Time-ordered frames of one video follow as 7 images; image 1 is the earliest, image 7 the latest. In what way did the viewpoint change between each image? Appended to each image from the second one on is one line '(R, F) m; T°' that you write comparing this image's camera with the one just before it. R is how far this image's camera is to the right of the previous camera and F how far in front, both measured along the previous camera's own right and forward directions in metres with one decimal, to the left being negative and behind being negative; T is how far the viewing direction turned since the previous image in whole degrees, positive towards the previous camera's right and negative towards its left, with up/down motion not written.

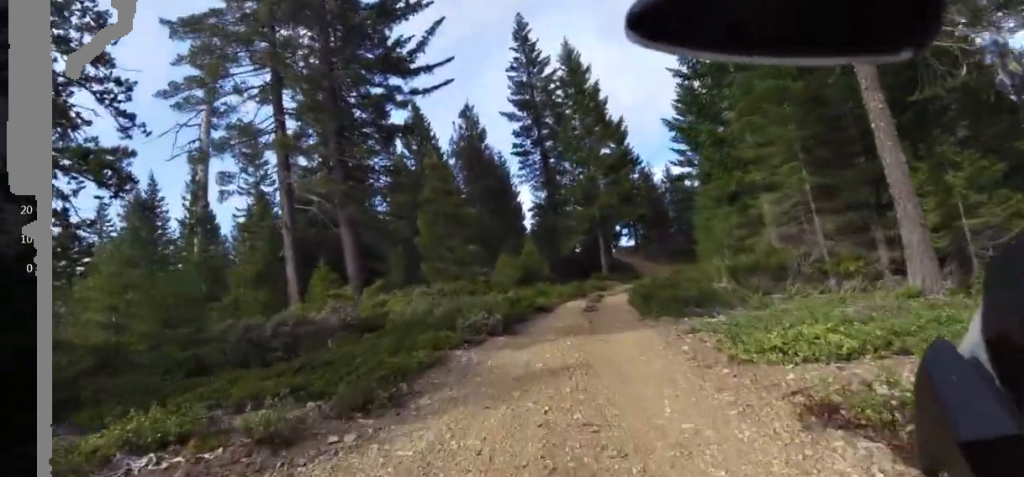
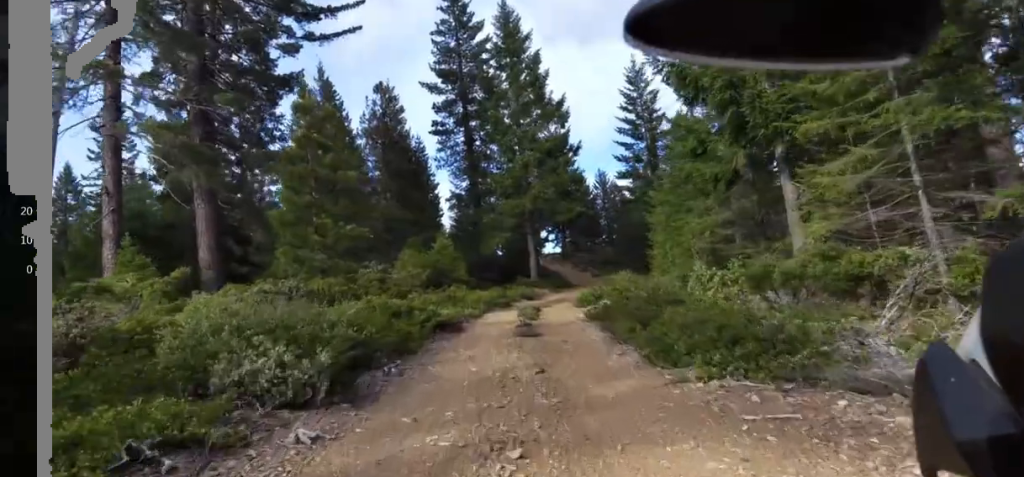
(+0.3, +9.4) m; +2°
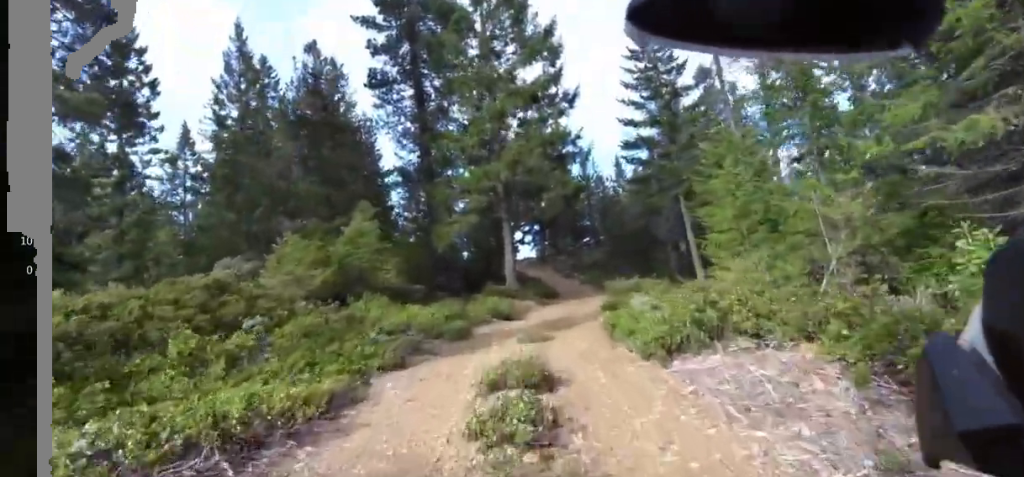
(0.0, +15.4) m; 0°
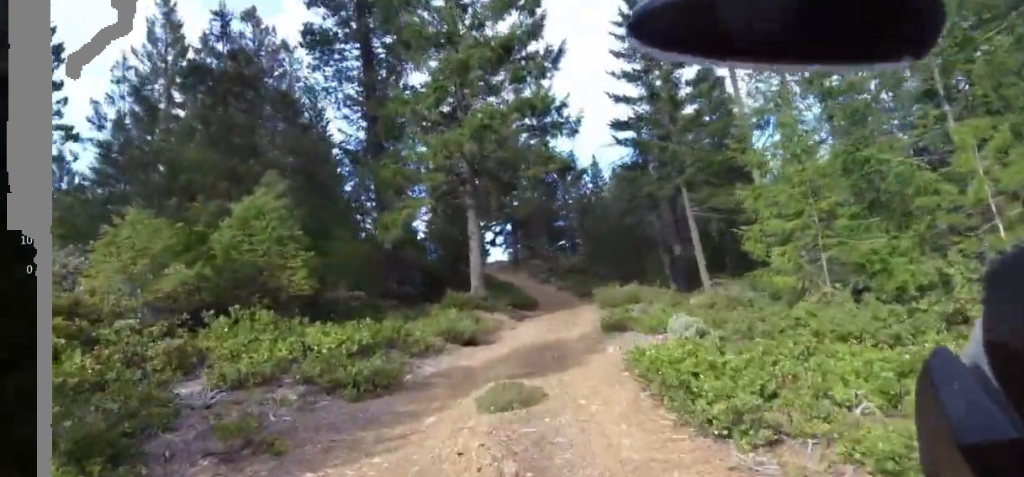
(0.0, +6.2) m; 0°
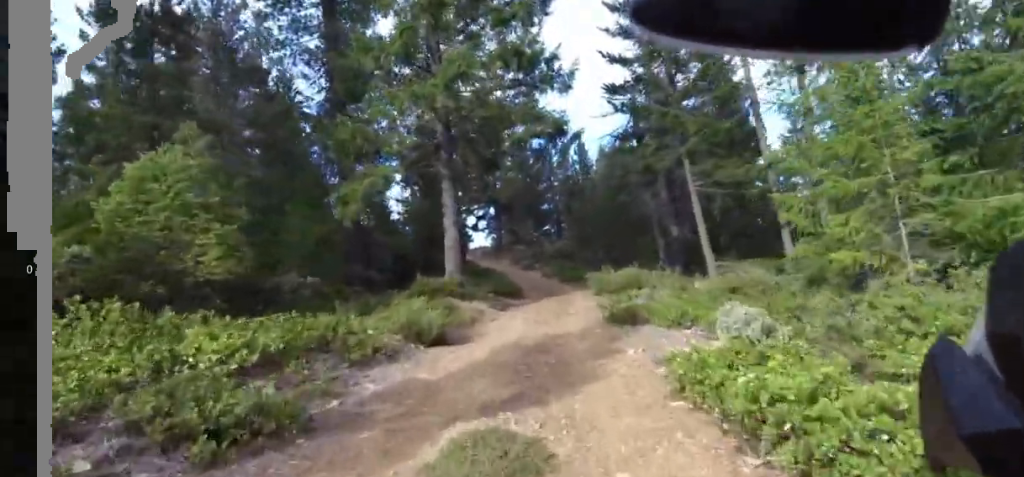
(0.0, +3.1) m; -1°
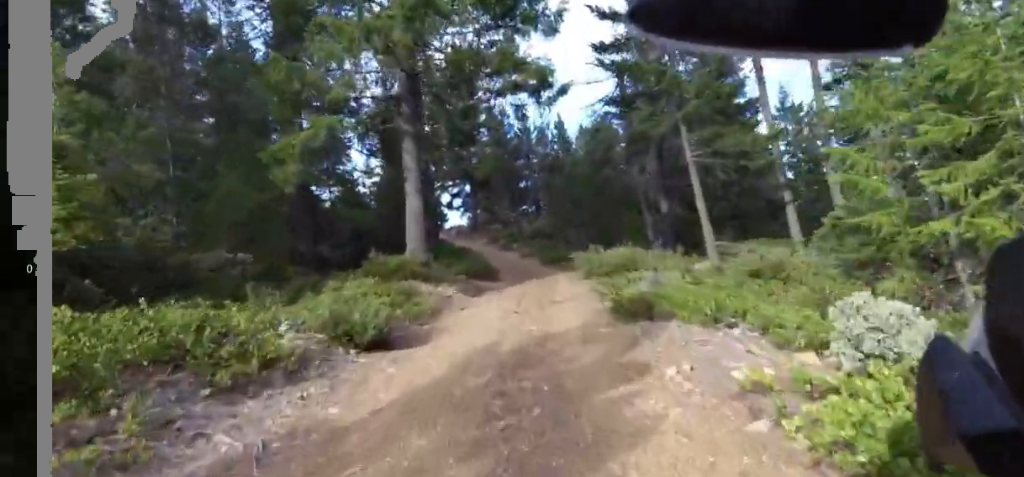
(+0.1, +2.9) m; -1°
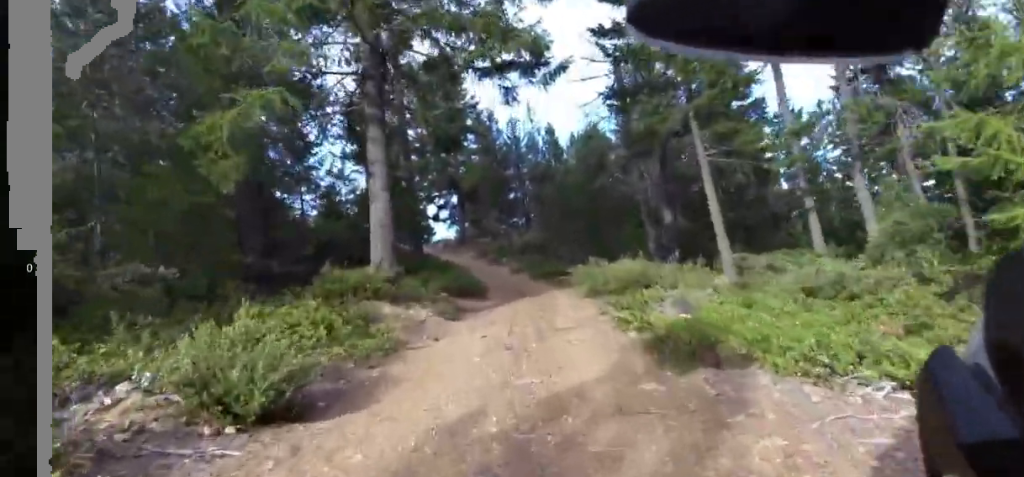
(0.0, +2.6) m; -2°
